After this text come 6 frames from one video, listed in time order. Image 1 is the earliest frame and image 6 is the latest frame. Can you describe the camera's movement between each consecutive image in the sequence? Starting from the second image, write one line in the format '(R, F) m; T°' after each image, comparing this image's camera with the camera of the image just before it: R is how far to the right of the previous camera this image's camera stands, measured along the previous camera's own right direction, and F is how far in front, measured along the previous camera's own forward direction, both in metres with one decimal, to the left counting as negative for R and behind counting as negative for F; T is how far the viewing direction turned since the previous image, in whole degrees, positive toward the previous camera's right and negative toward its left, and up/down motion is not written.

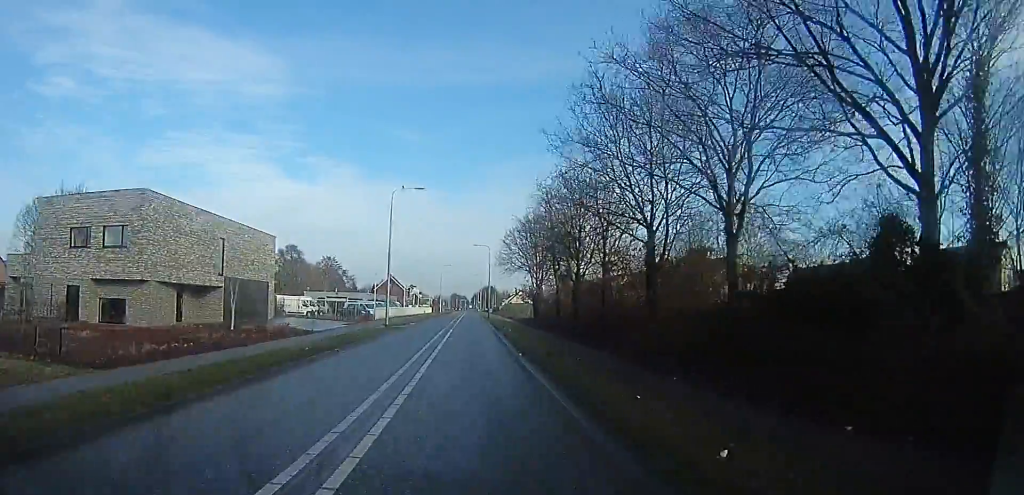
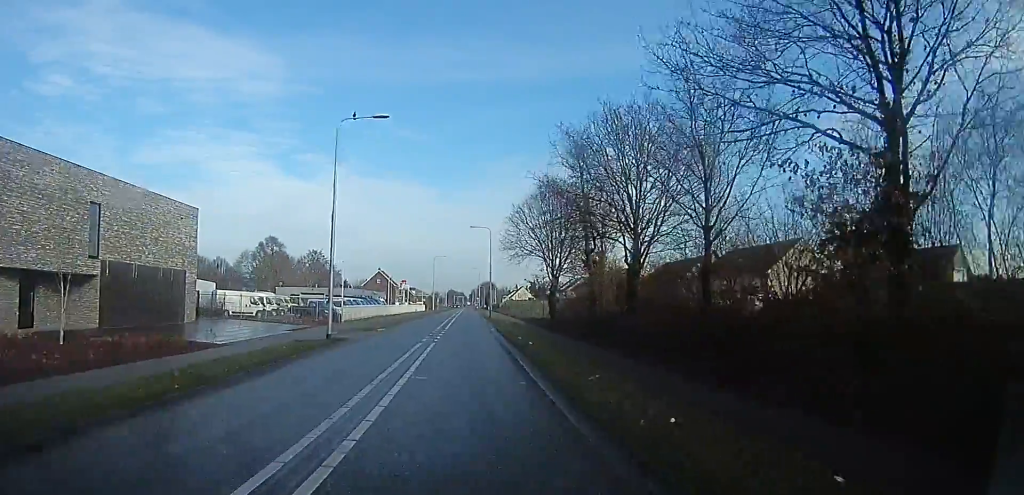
(0.0, +14.2) m; 0°
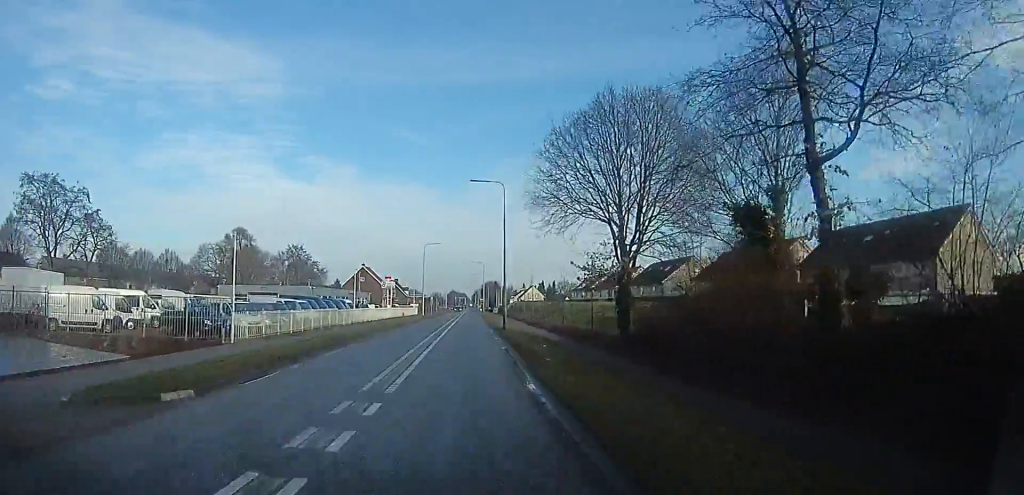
(0.0, +22.1) m; 0°
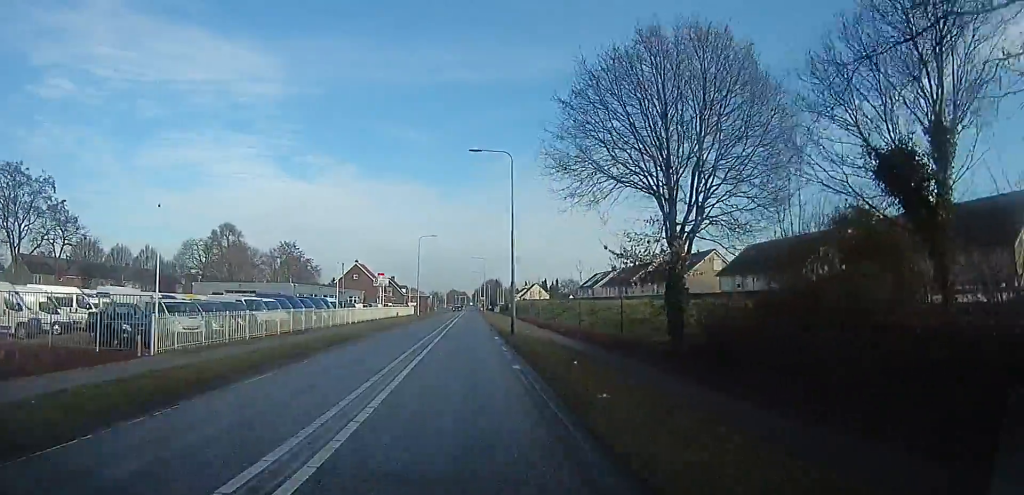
(0.0, +6.7) m; 0°
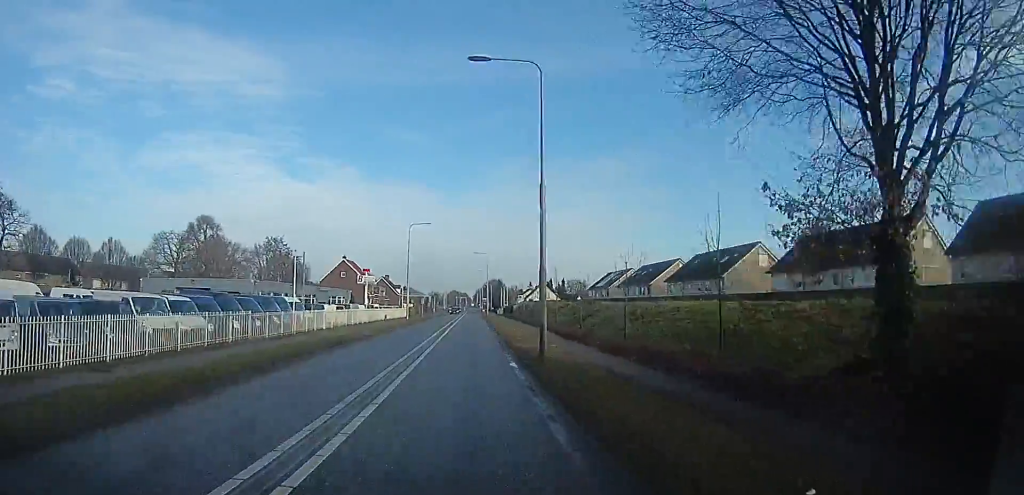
(0.0, +11.1) m; +3°
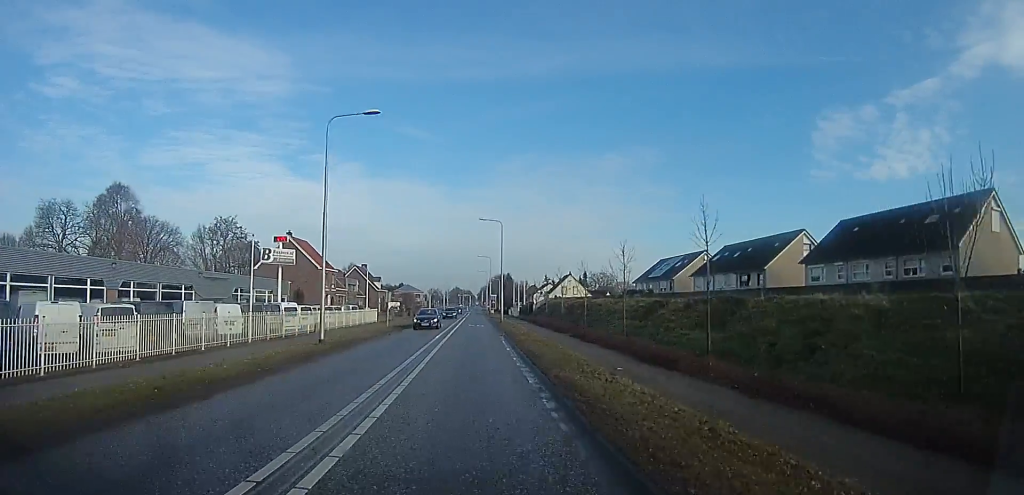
(0.0, +30.7) m; -3°
